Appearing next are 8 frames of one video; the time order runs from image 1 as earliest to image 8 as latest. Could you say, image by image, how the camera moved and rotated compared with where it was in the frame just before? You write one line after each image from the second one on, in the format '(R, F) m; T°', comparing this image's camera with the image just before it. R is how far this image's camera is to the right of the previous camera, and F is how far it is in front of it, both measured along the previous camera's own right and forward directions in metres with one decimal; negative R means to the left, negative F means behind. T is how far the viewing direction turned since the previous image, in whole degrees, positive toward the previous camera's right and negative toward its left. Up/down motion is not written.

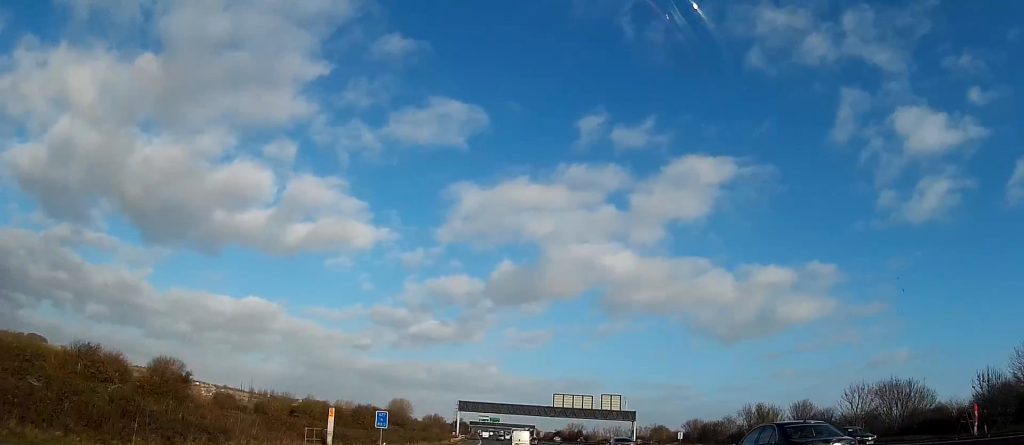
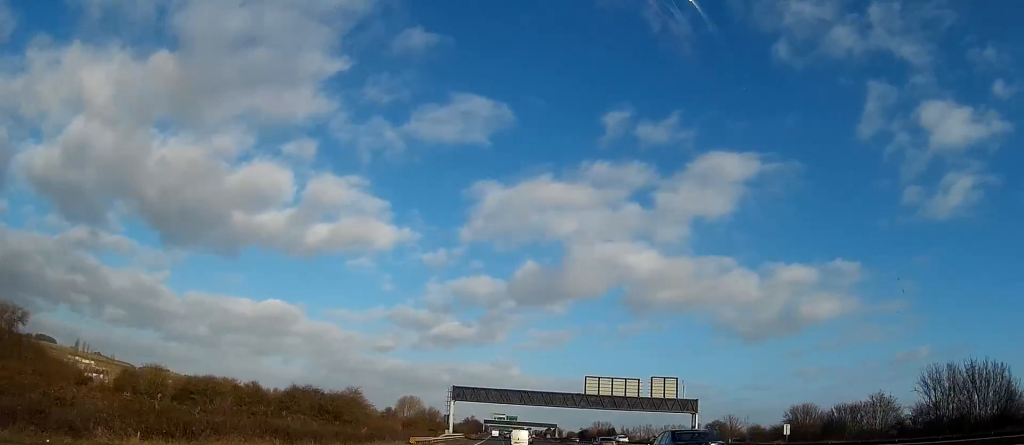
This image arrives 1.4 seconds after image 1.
(-0.7, +43.3) m; -1°
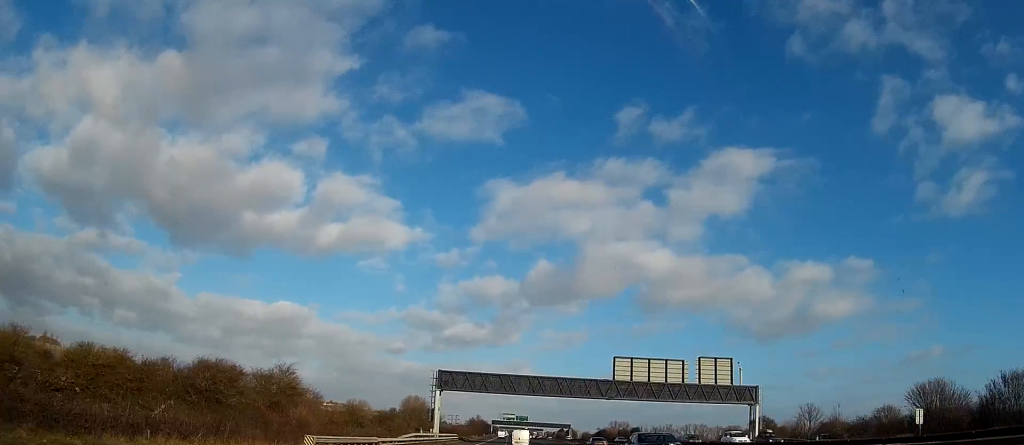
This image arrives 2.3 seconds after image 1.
(-0.1, +26.4) m; -2°
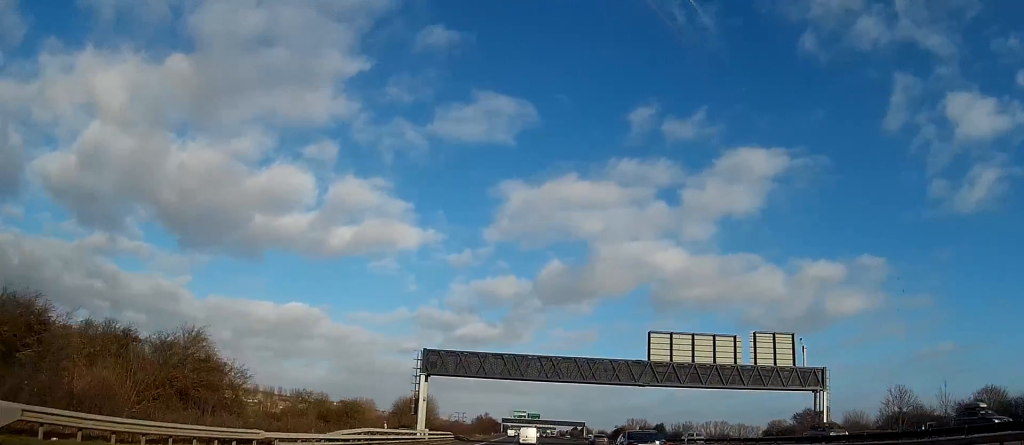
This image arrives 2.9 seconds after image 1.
(-0.3, +18.2) m; -1°
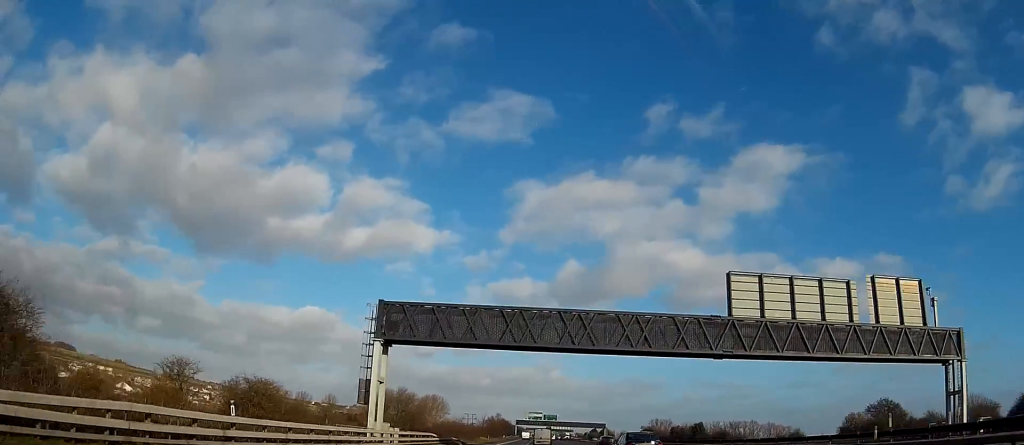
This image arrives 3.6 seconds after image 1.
(-0.4, +23.1) m; -2°
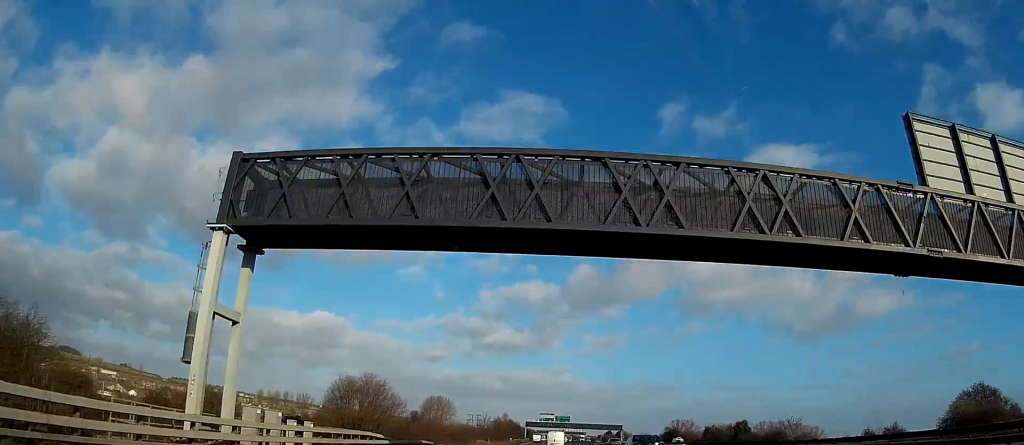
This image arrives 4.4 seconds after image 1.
(-0.1, +22.2) m; -1°
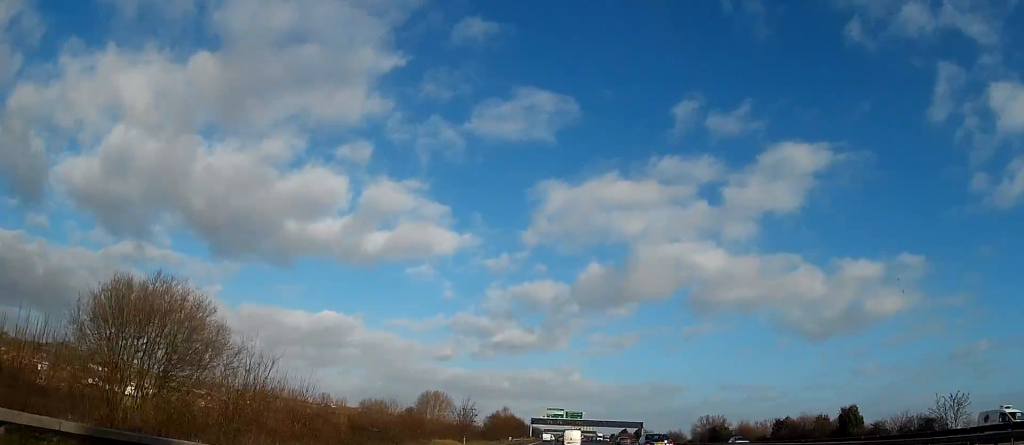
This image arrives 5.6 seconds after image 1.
(-0.5, +38.5) m; -1°
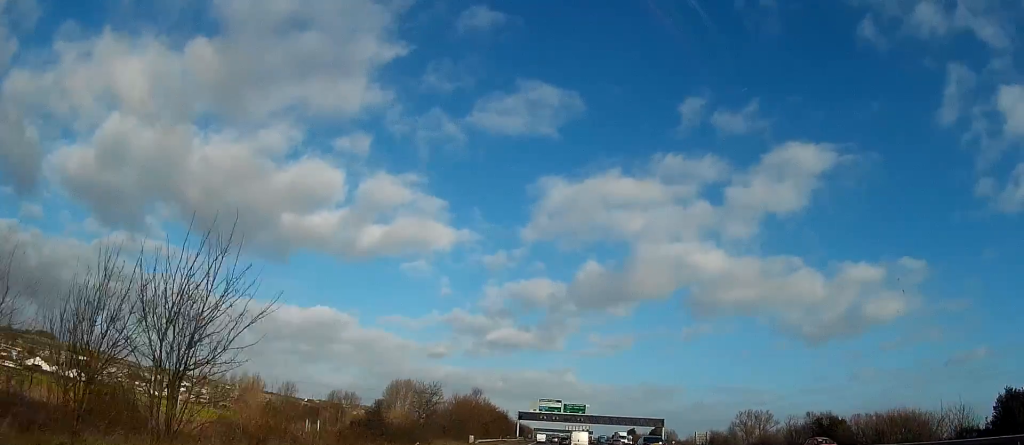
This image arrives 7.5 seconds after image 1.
(+0.3, +57.4) m; +1°
